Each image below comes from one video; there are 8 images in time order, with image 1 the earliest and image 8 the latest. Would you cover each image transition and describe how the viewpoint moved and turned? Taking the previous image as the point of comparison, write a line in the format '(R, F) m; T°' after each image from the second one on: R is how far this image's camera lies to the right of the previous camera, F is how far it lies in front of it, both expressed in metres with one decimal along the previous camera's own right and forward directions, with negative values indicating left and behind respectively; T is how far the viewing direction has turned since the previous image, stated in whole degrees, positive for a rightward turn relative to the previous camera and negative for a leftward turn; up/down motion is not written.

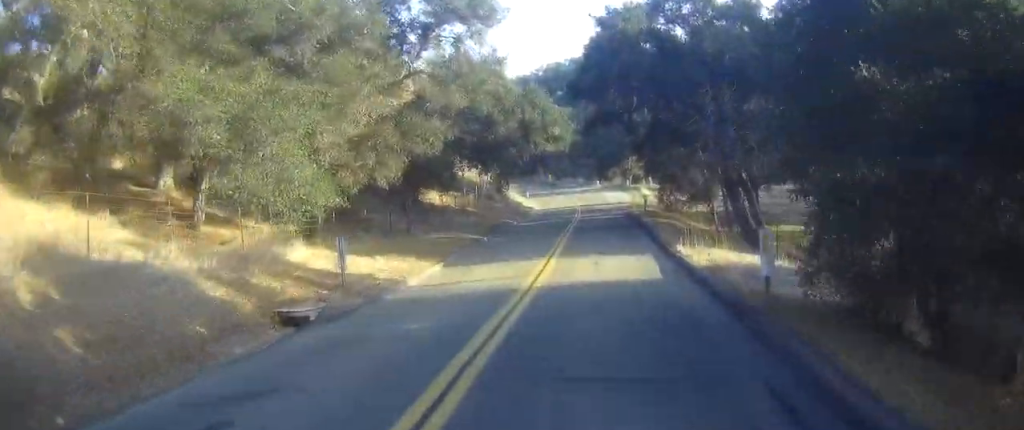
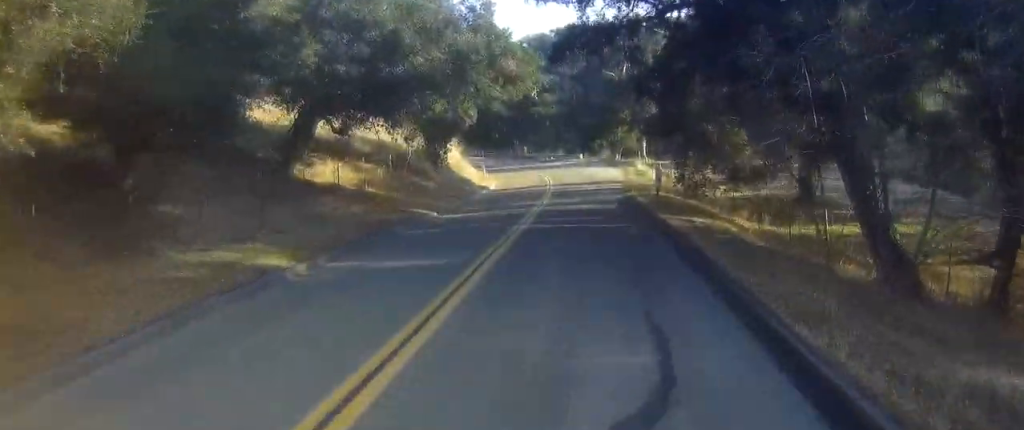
(+1.9, +17.5) m; +9°
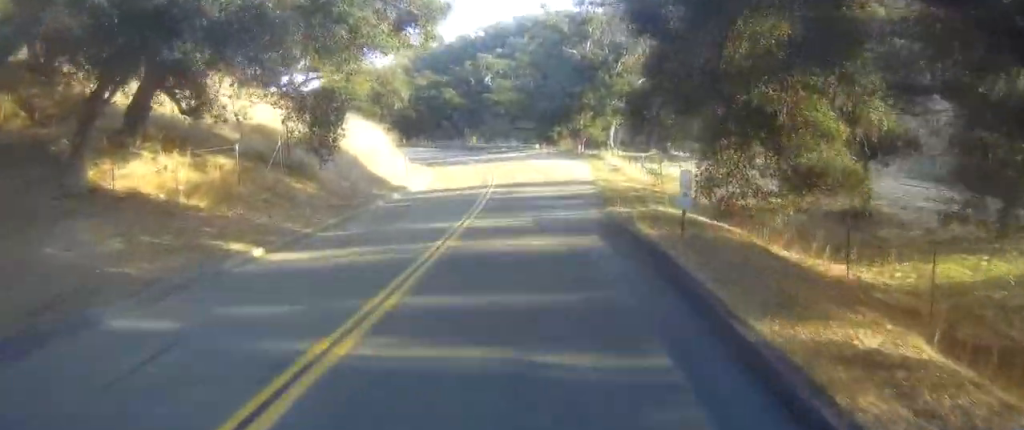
(+0.3, +12.5) m; +2°
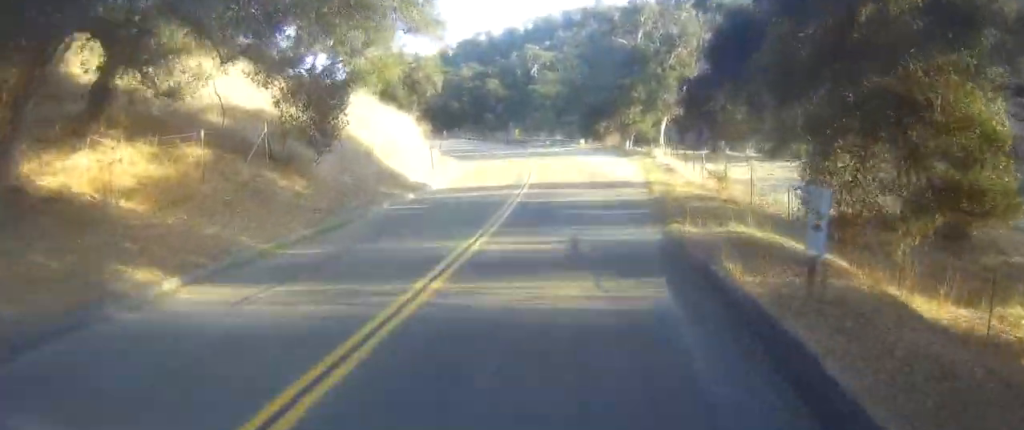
(0.0, +4.9) m; 0°
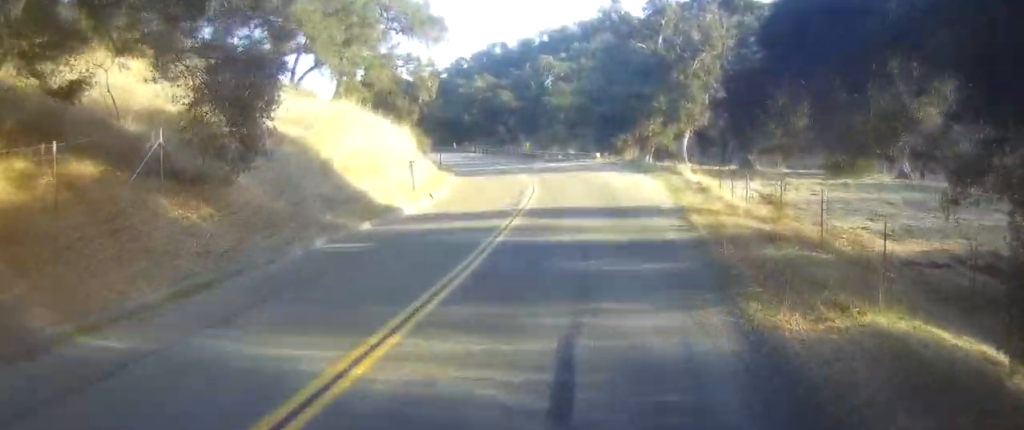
(0.0, +6.5) m; +2°
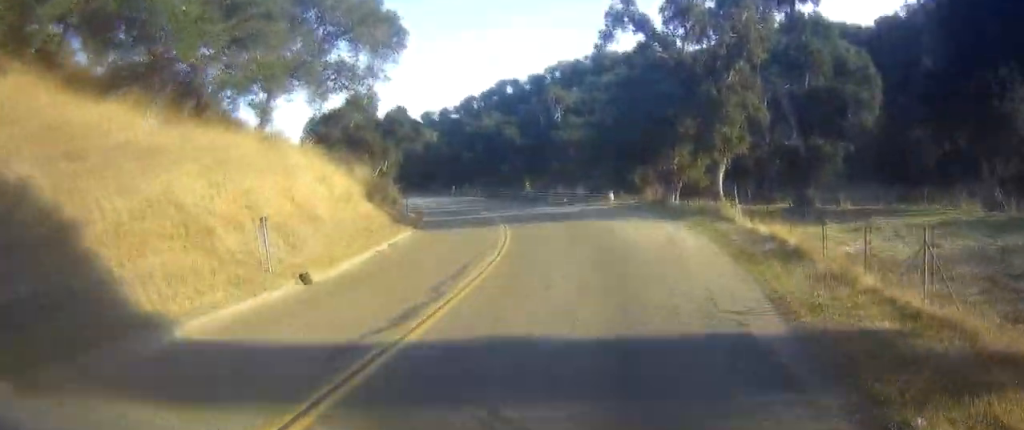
(+1.2, +14.1) m; +14°
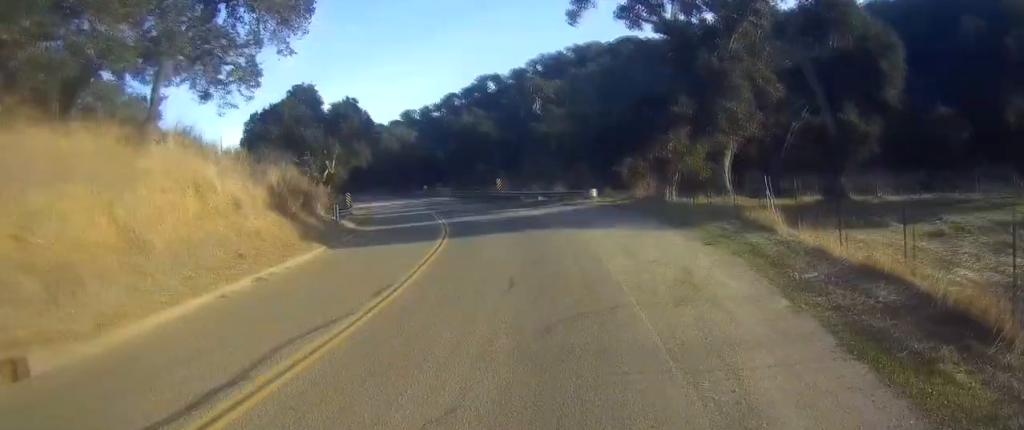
(+1.3, +10.2) m; +6°
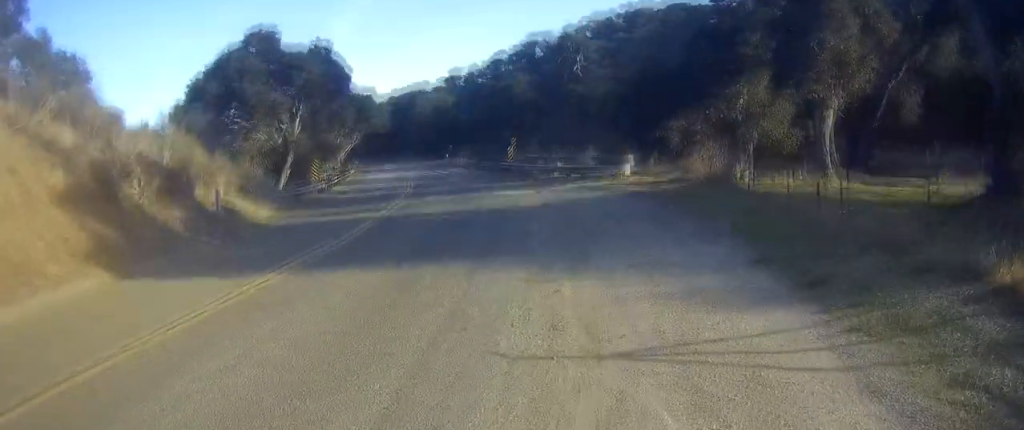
(-0.9, +15.5) m; -9°
